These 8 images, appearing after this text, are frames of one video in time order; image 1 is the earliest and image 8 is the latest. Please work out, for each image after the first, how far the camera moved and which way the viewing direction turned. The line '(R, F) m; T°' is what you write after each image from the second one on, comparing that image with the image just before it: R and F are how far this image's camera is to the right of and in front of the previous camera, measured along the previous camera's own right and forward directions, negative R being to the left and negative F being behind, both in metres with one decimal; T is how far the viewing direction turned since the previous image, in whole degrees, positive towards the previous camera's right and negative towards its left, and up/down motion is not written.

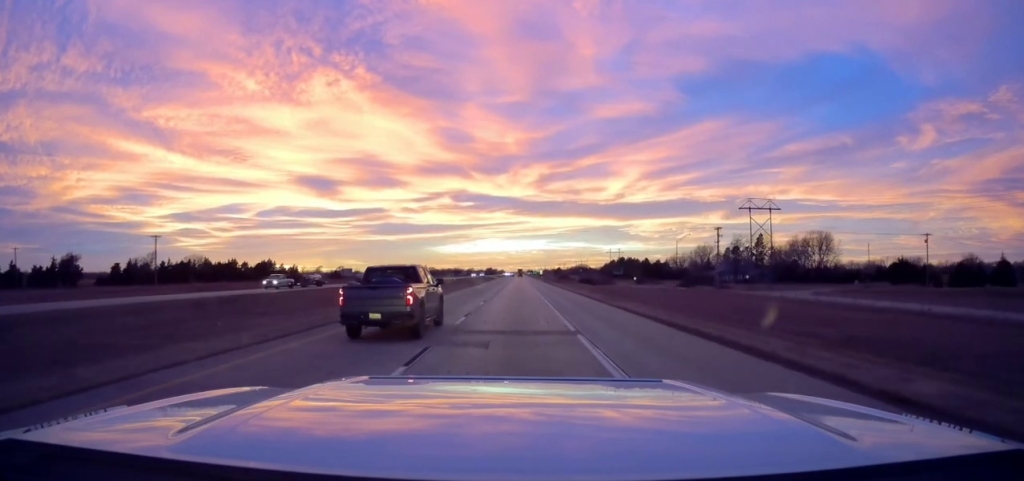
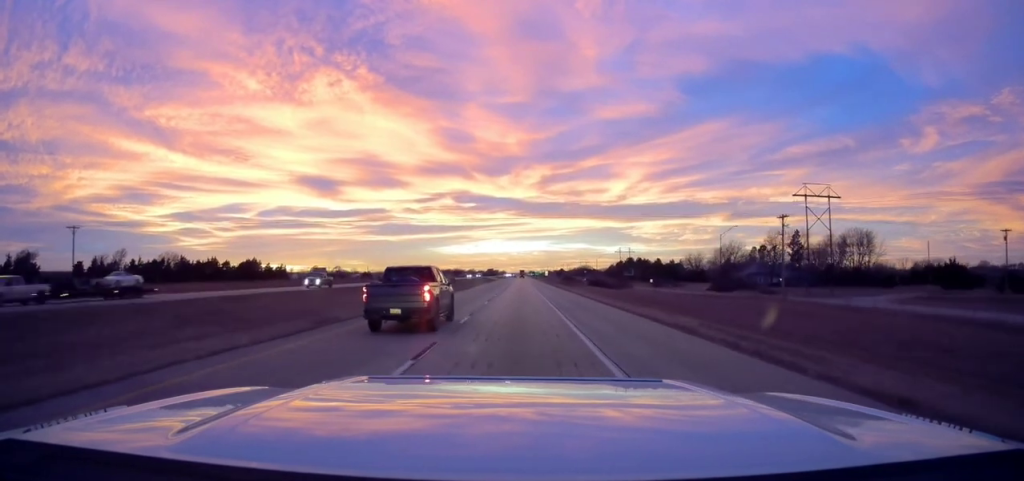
(+0.1, +23.4) m; 0°
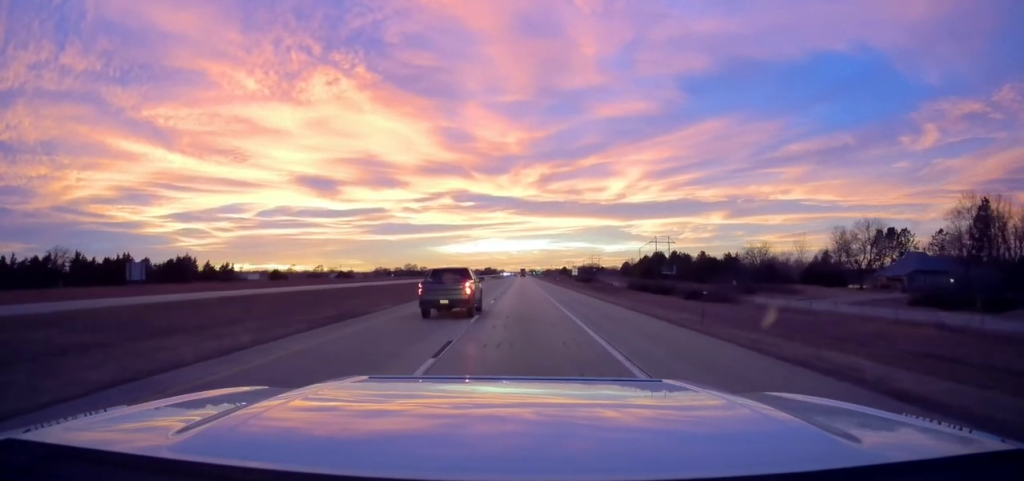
(0.0, +72.6) m; 0°
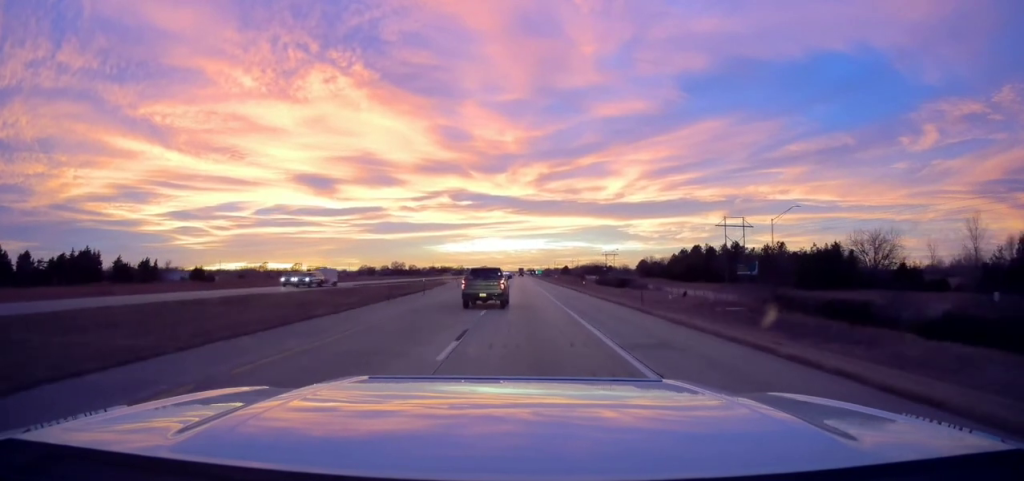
(-0.9, +70.2) m; -1°
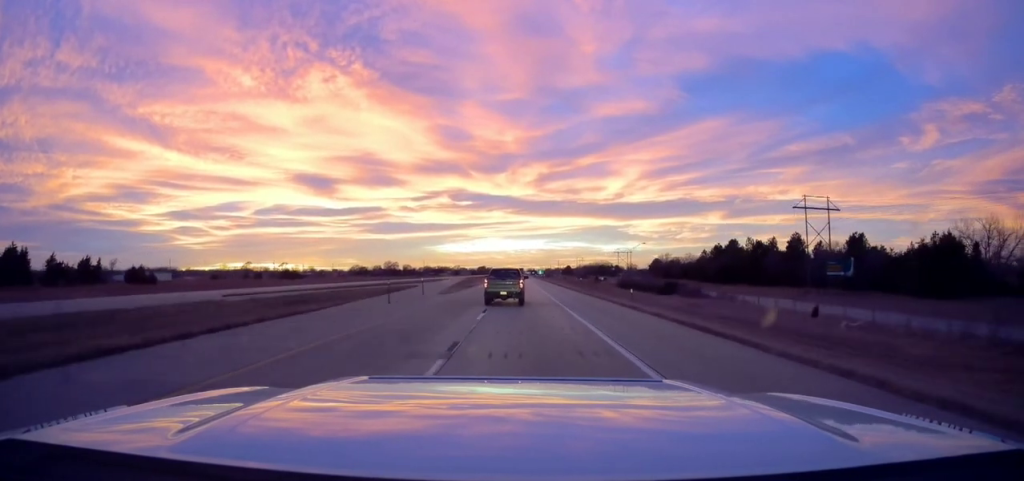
(+0.4, +38.0) m; +1°
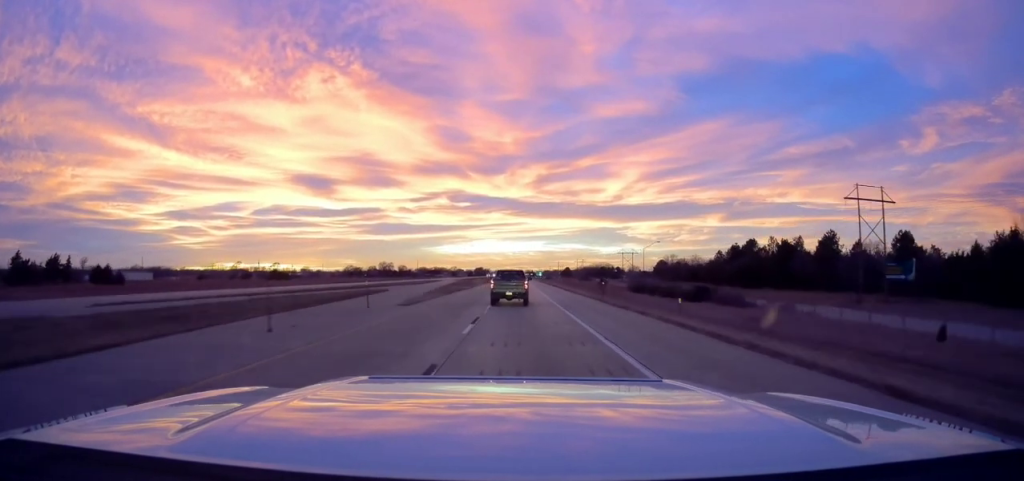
(0.0, +16.7) m; 0°
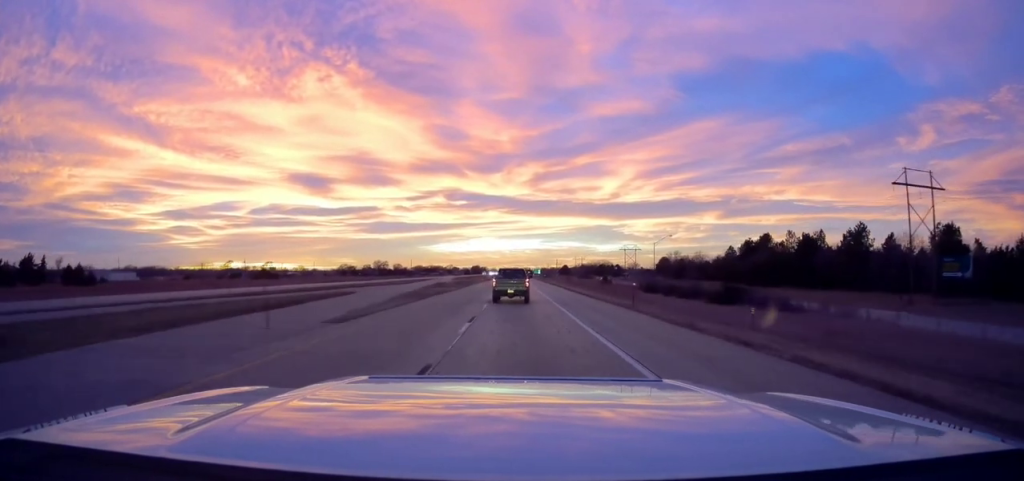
(0.0, +13.4) m; 0°
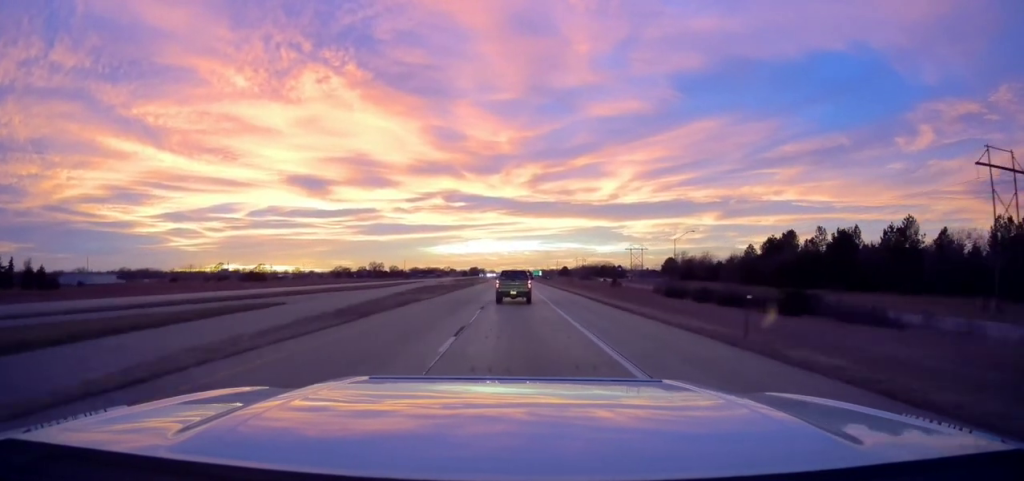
(0.0, +15.6) m; 0°
